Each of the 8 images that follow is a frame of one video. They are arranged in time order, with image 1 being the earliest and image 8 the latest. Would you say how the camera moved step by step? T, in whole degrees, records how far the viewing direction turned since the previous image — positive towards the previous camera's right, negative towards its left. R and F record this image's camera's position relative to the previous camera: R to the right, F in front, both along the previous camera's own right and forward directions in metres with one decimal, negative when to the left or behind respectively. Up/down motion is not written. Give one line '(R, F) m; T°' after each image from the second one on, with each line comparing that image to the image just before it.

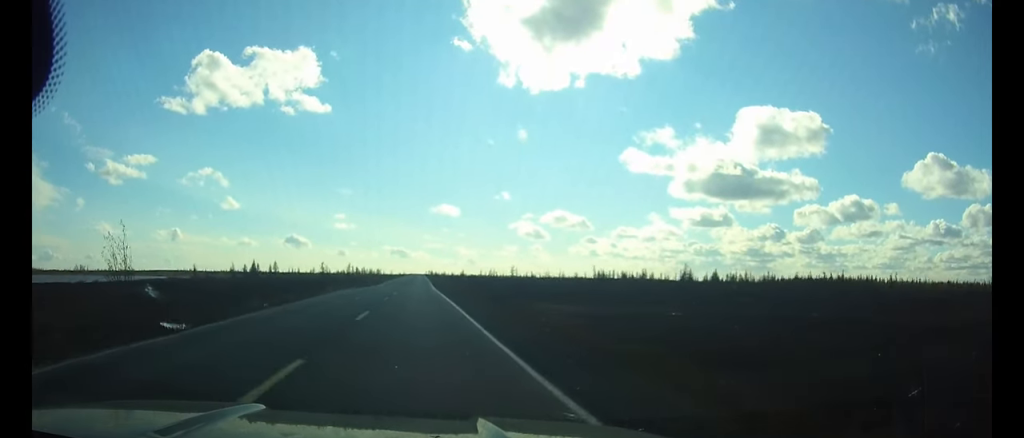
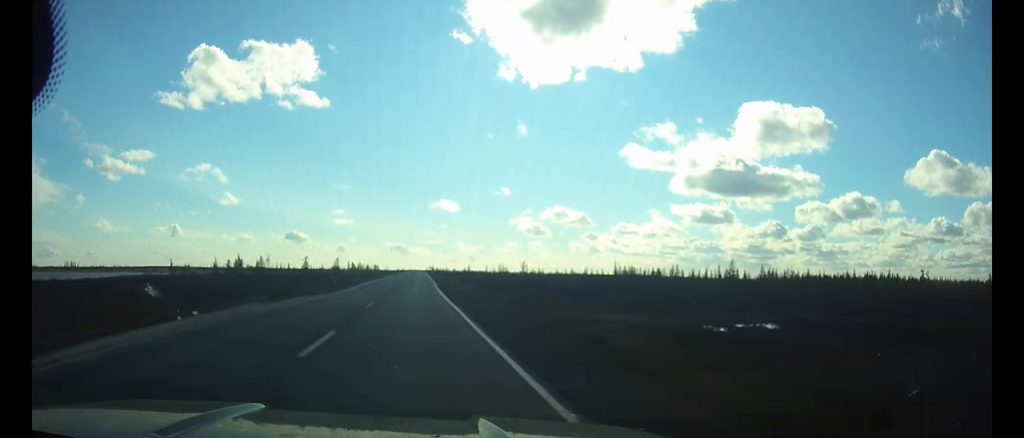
(0.0, +31.8) m; 0°
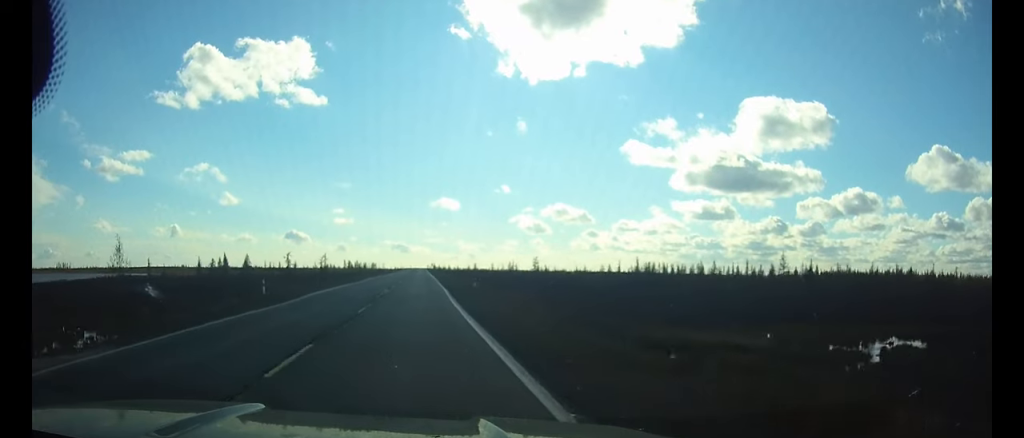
(0.0, +28.5) m; 0°
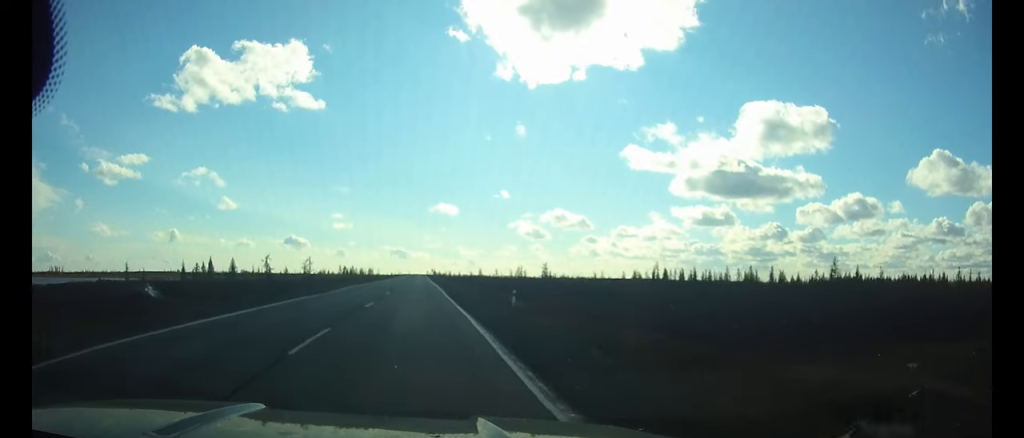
(0.0, +23.7) m; 0°
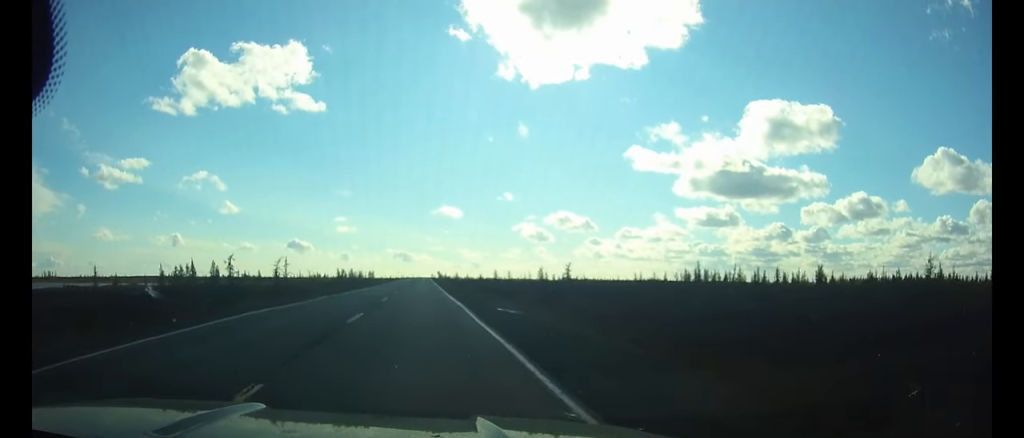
(-0.1, +32.6) m; 0°
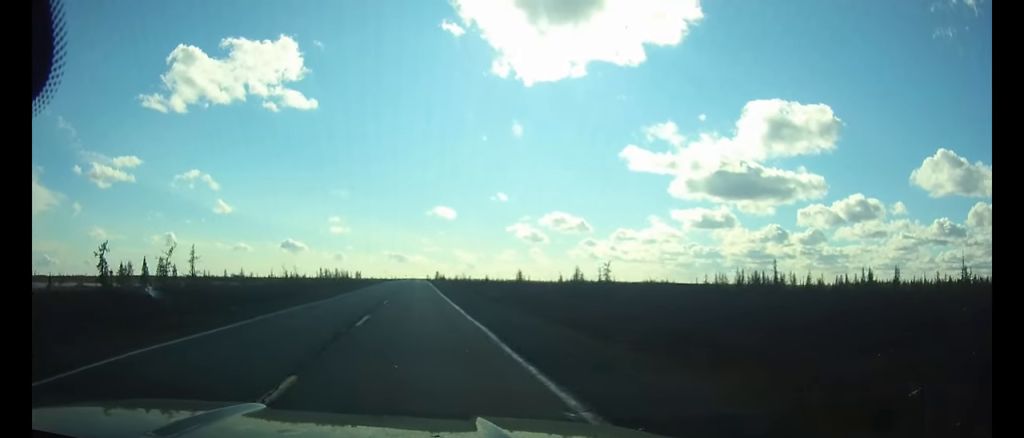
(+0.1, +47.3) m; 0°
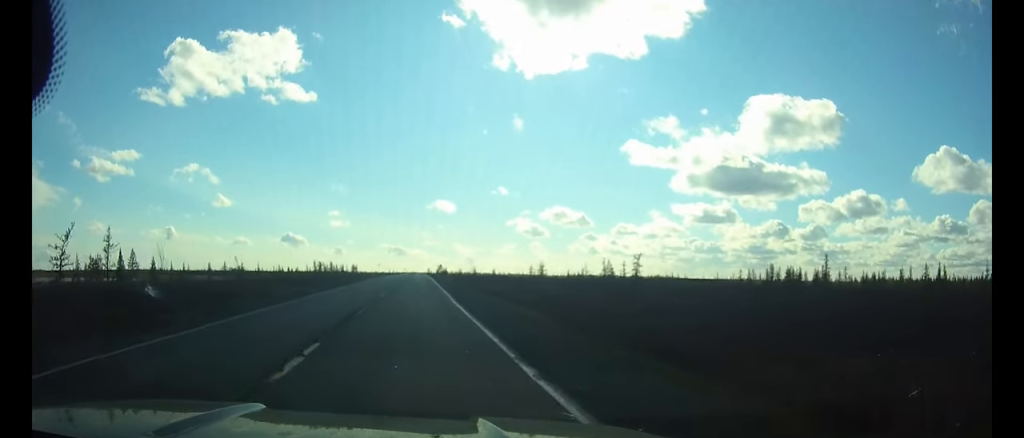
(0.0, +20.3) m; 0°
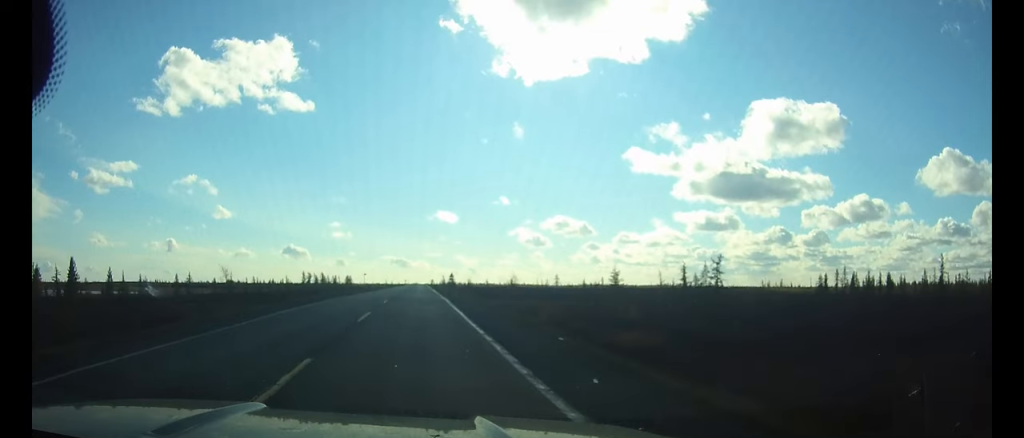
(-0.1, +36.9) m; 0°
